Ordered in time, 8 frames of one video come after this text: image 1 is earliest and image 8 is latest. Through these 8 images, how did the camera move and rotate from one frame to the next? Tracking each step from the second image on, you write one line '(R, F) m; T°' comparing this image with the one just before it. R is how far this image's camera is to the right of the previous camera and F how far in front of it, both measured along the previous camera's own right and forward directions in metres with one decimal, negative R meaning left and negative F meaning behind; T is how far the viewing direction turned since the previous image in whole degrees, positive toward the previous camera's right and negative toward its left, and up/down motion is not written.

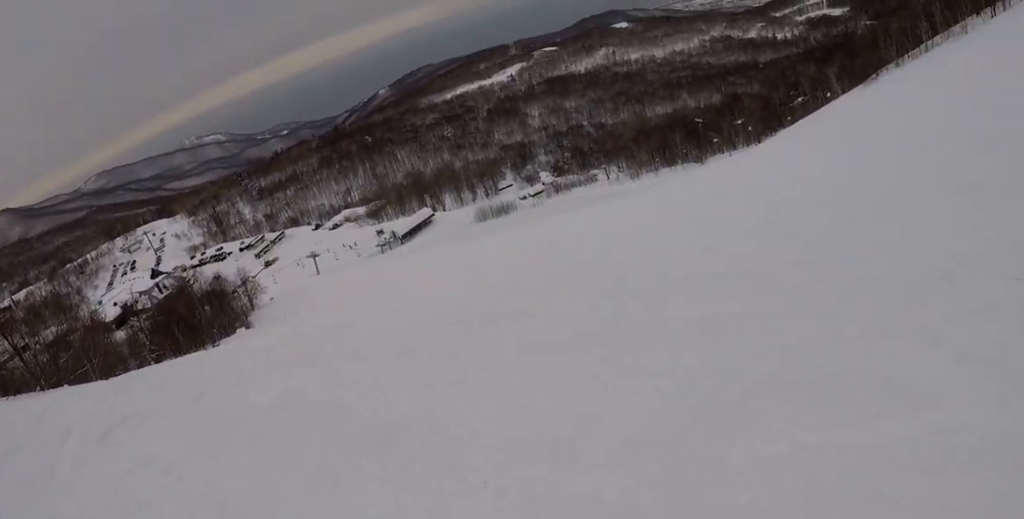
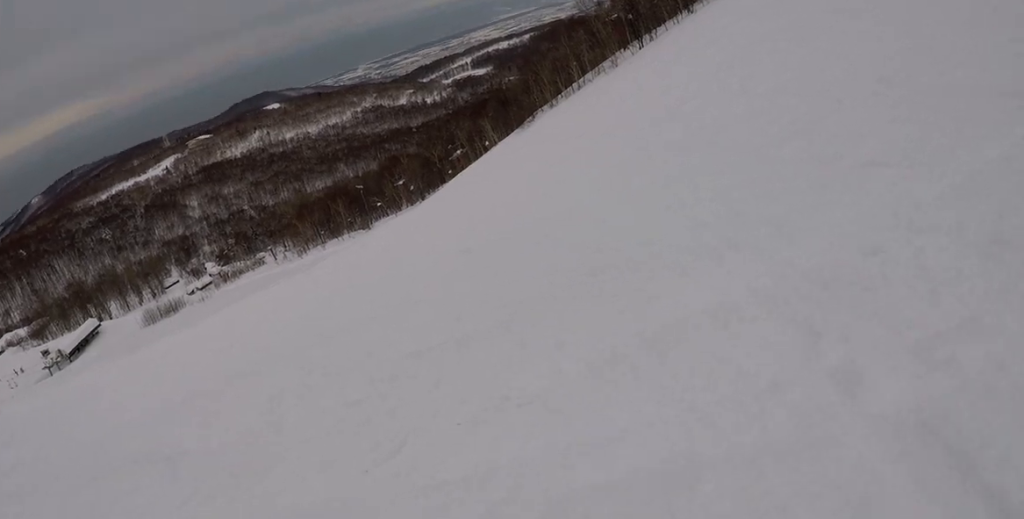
(+1.0, +4.6) m; +25°
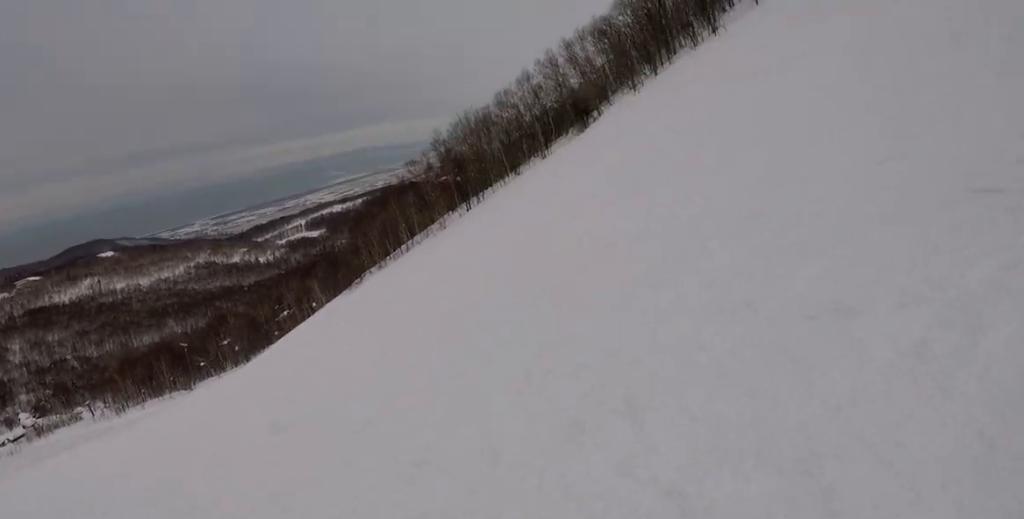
(+0.3, +3.2) m; +13°
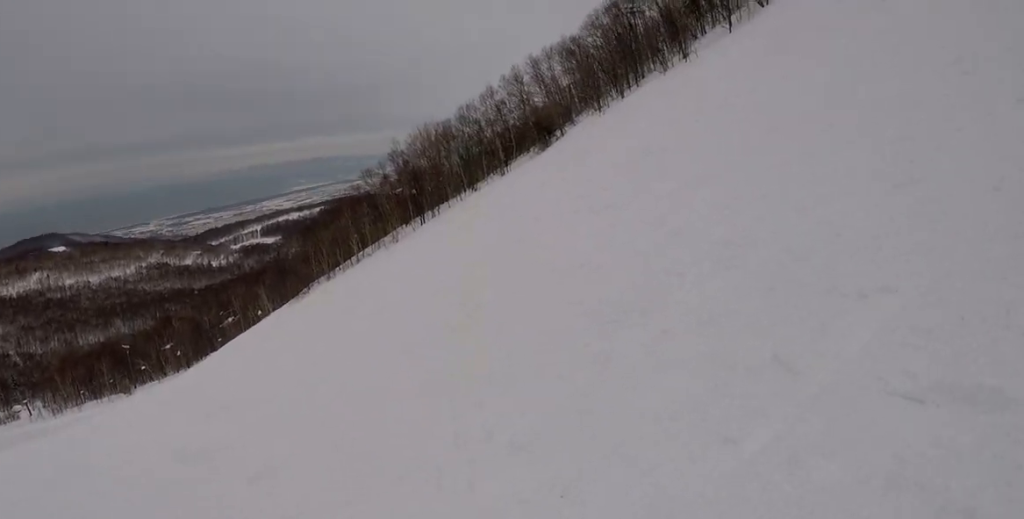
(+0.5, +2.5) m; +8°
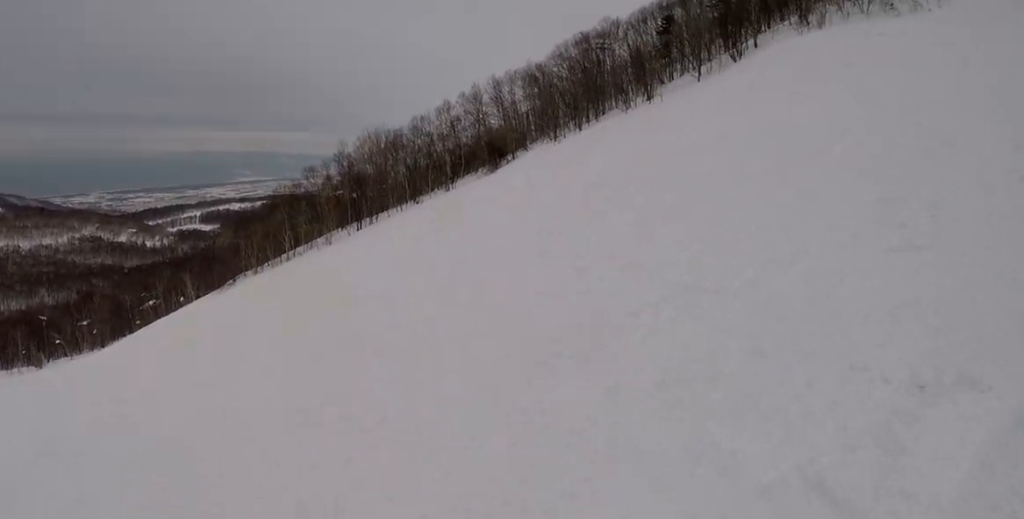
(+0.2, +2.1) m; +3°
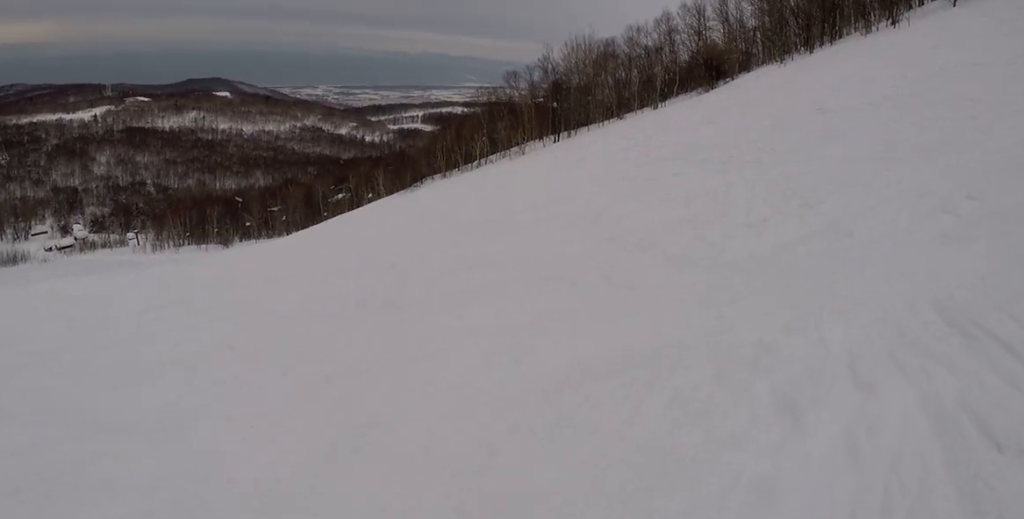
(-0.8, +7.2) m; -3°
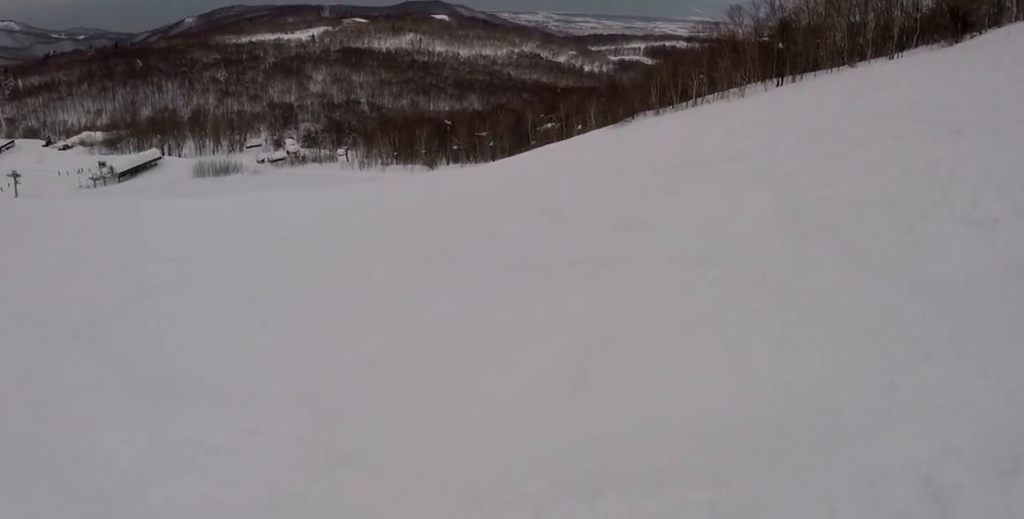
(+0.2, +1.9) m; +2°
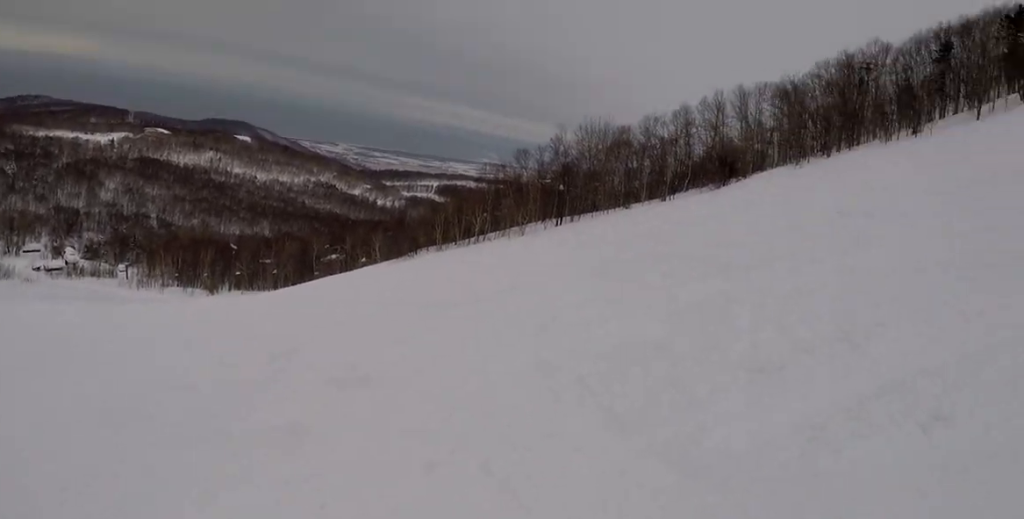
(+0.6, +1.6) m; +1°
